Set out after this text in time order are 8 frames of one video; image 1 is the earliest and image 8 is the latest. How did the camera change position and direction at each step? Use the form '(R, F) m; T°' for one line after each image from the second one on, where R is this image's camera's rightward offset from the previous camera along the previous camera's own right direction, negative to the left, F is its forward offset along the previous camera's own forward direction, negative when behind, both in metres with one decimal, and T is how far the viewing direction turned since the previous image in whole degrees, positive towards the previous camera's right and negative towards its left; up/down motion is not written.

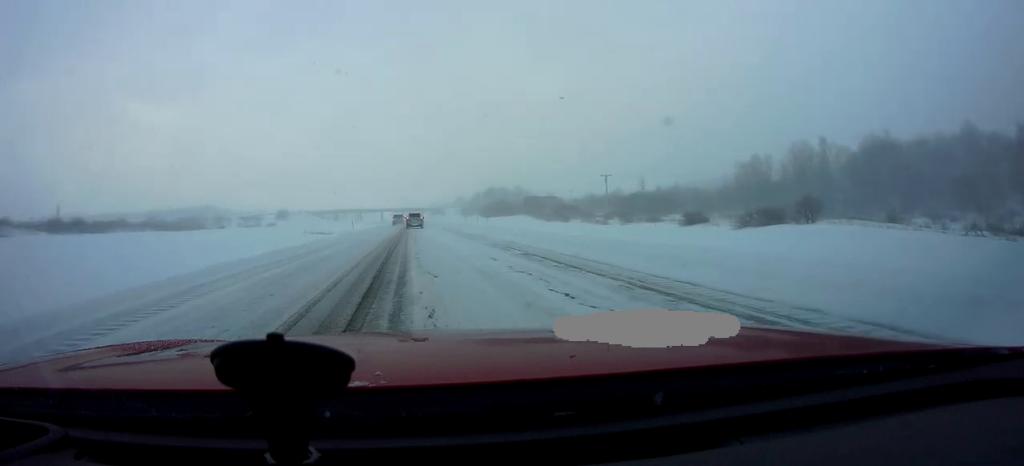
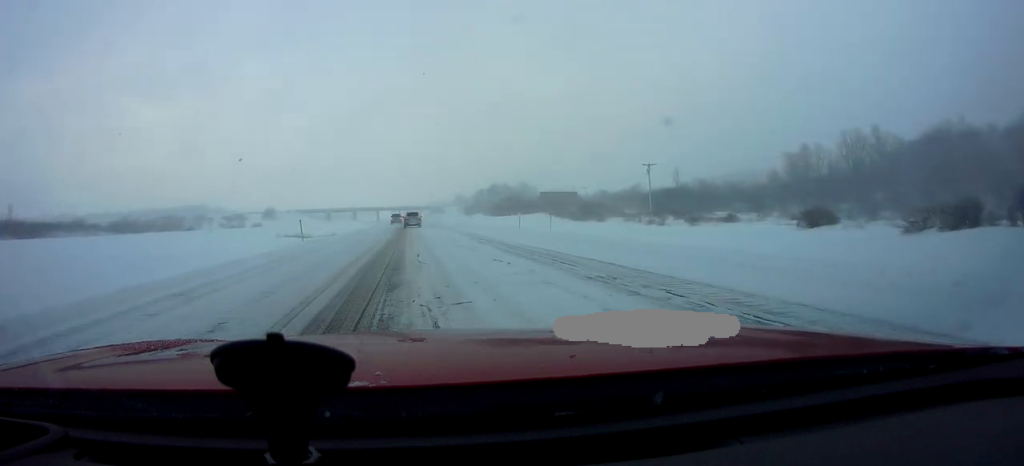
(+0.3, +23.9) m; +3°
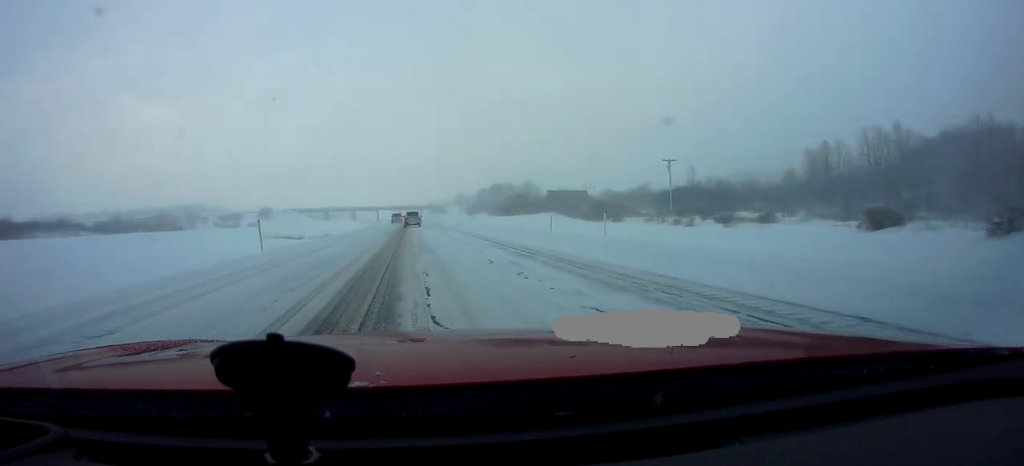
(+0.2, +8.1) m; -1°
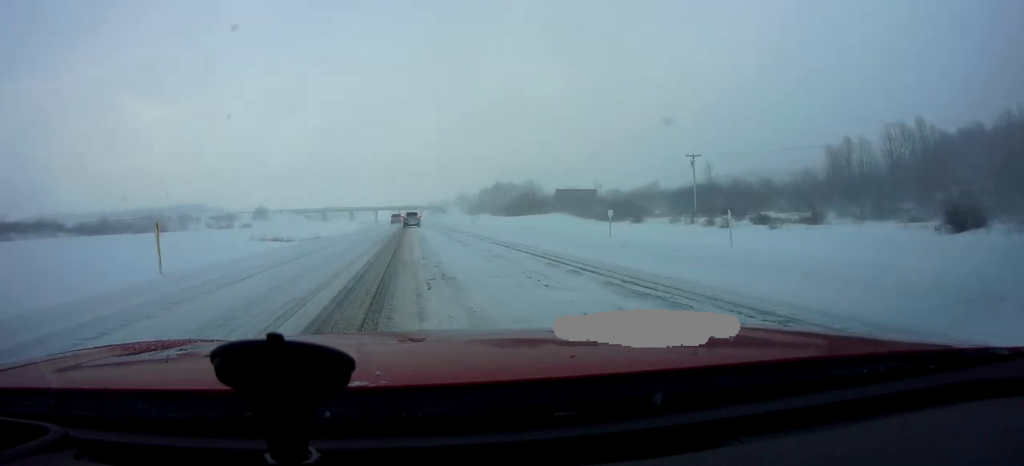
(+0.1, +8.7) m; -1°
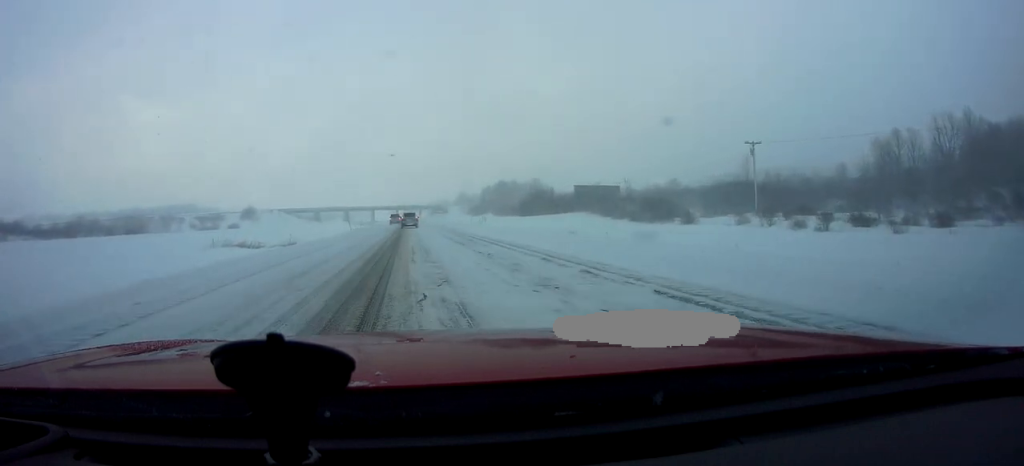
(-0.5, +17.2) m; 0°
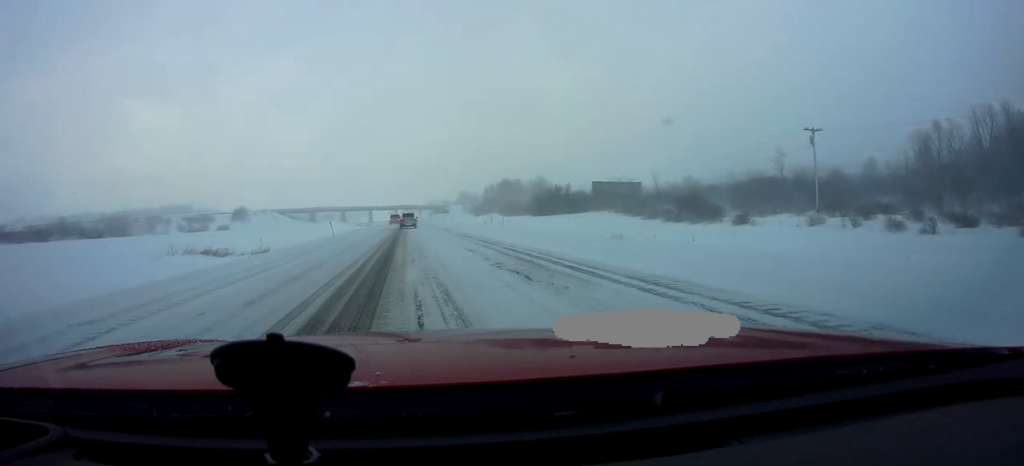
(+0.5, +12.5) m; 0°
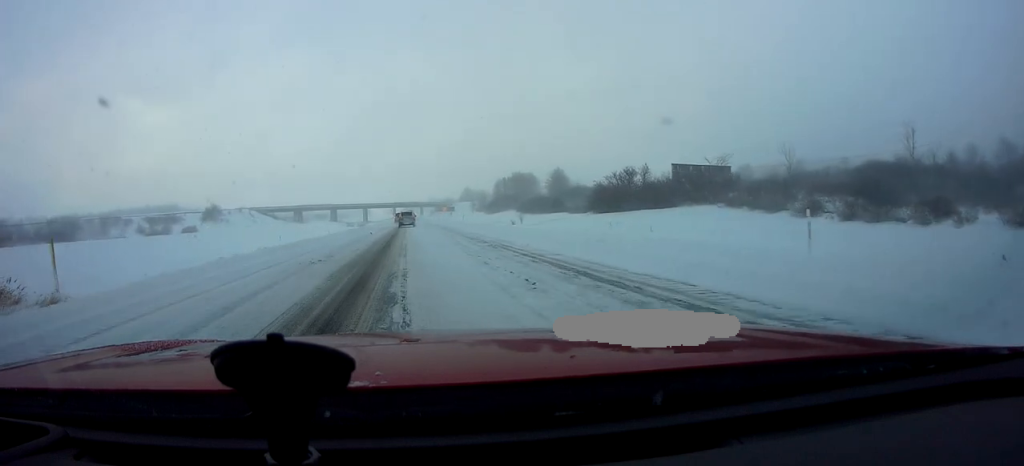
(+0.2, +34.7) m; +1°
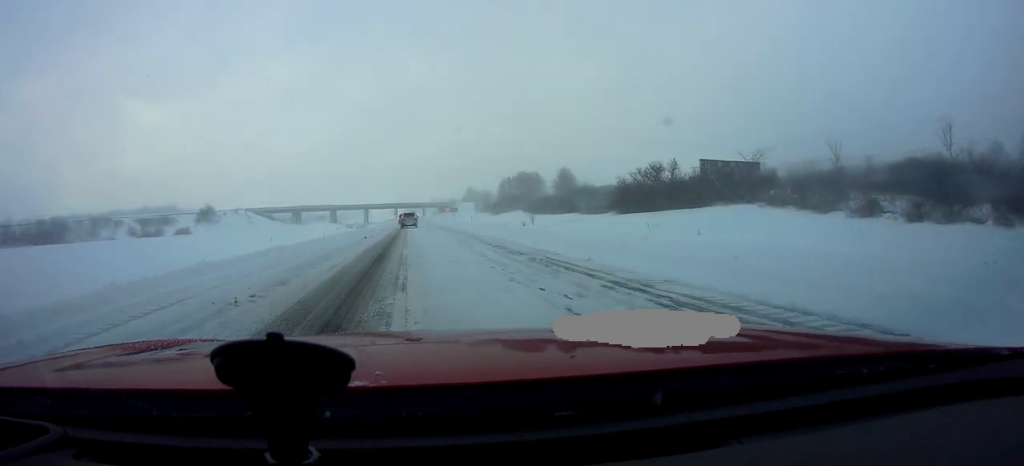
(0.0, +7.4) m; -1°
